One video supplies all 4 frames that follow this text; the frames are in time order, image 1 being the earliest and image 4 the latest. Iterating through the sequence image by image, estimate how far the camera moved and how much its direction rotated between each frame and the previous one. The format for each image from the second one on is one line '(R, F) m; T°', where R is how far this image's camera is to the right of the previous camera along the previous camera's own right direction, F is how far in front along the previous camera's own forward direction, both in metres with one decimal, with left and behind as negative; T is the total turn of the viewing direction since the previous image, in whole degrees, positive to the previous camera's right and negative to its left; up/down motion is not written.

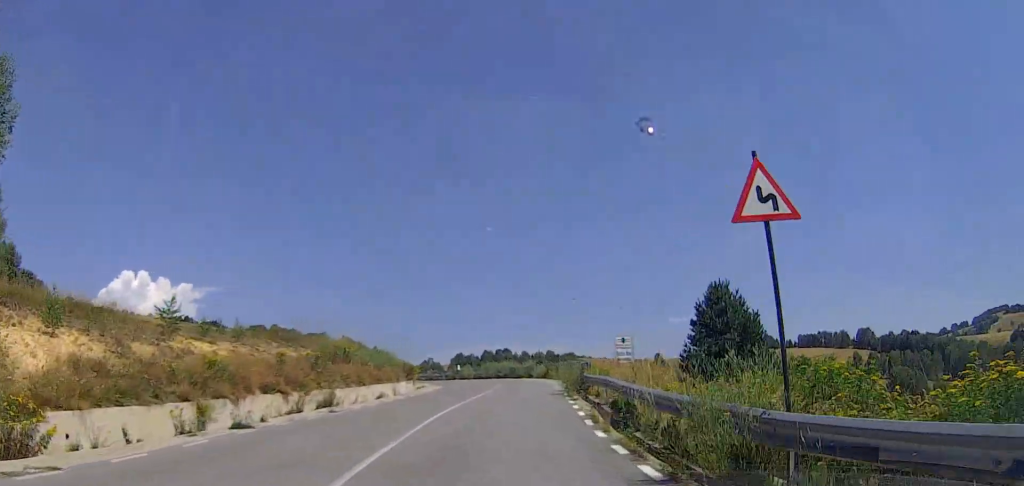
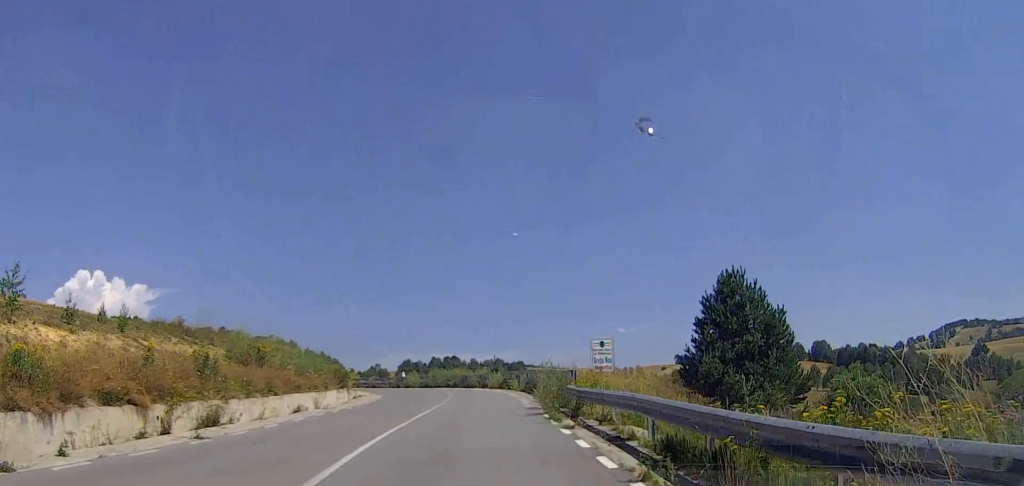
(+0.3, +6.7) m; +4°
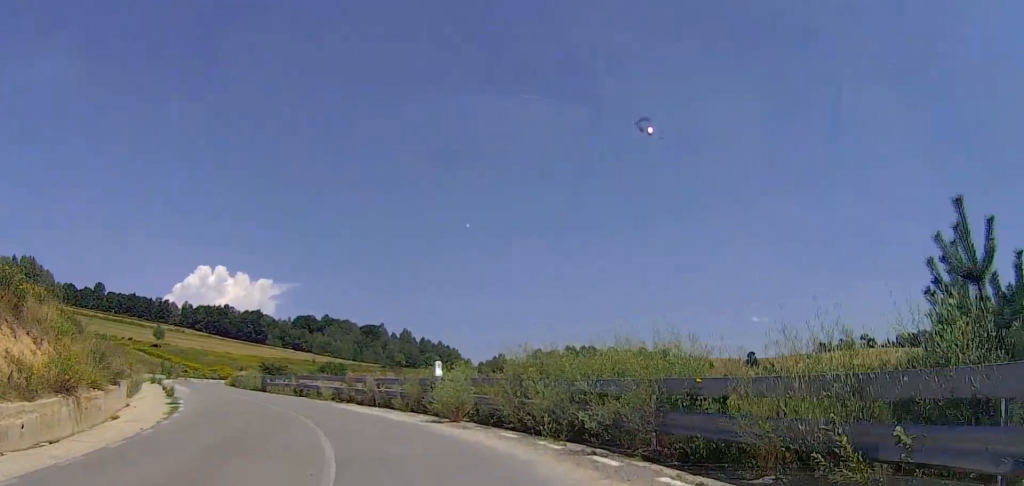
(+0.6, +44.6) m; -11°
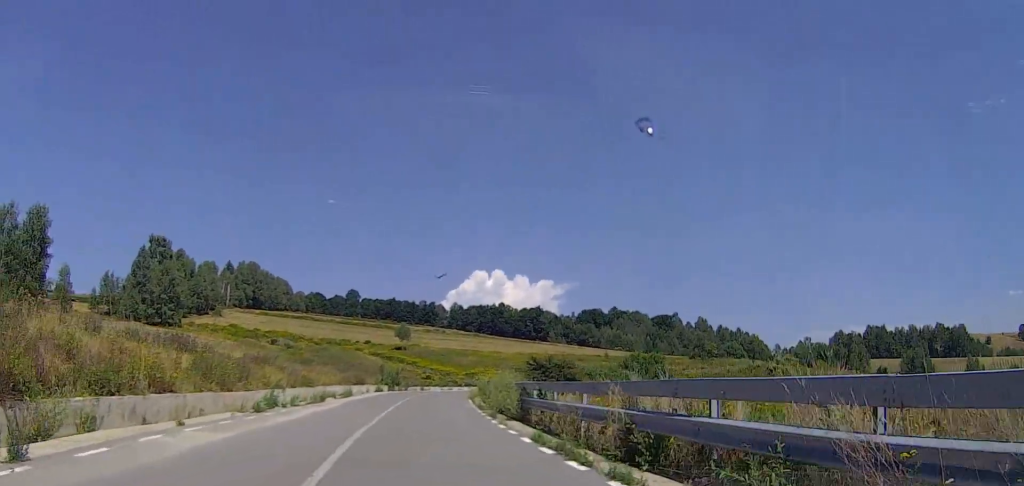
(-3.9, +27.9) m; -17°
